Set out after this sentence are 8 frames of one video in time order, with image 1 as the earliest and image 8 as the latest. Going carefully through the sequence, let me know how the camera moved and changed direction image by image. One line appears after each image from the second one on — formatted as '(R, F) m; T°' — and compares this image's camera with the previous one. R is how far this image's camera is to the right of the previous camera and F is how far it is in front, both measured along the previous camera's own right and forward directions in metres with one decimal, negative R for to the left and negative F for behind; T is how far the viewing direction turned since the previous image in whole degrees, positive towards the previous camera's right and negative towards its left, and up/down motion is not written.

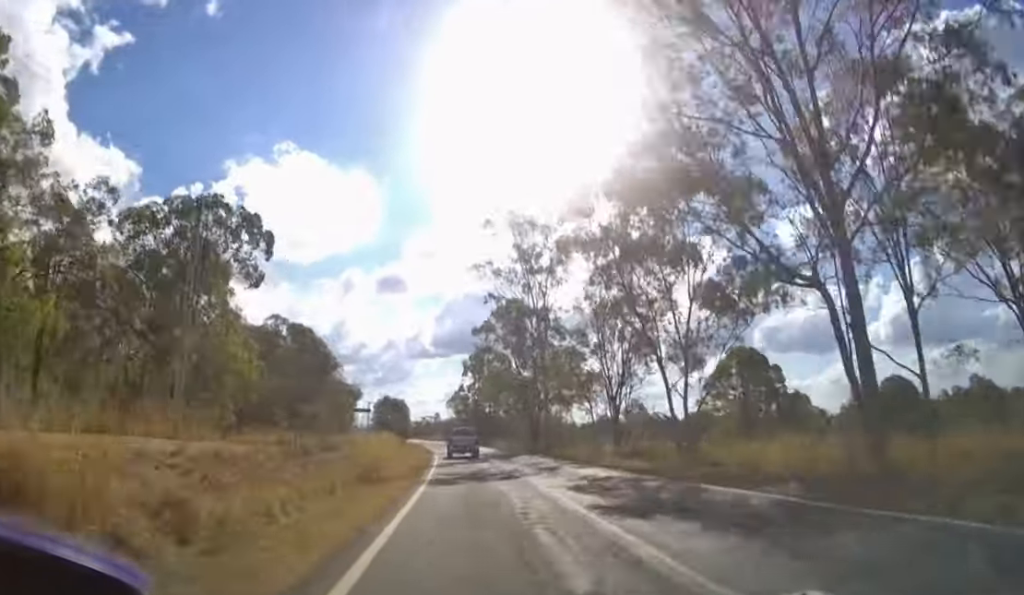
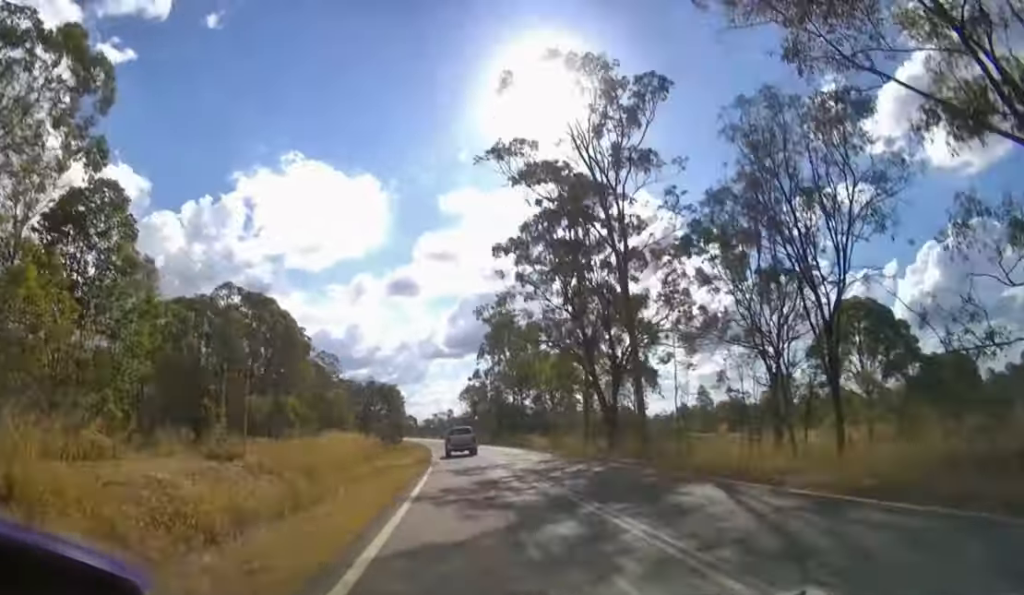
(-0.3, +21.2) m; -2°
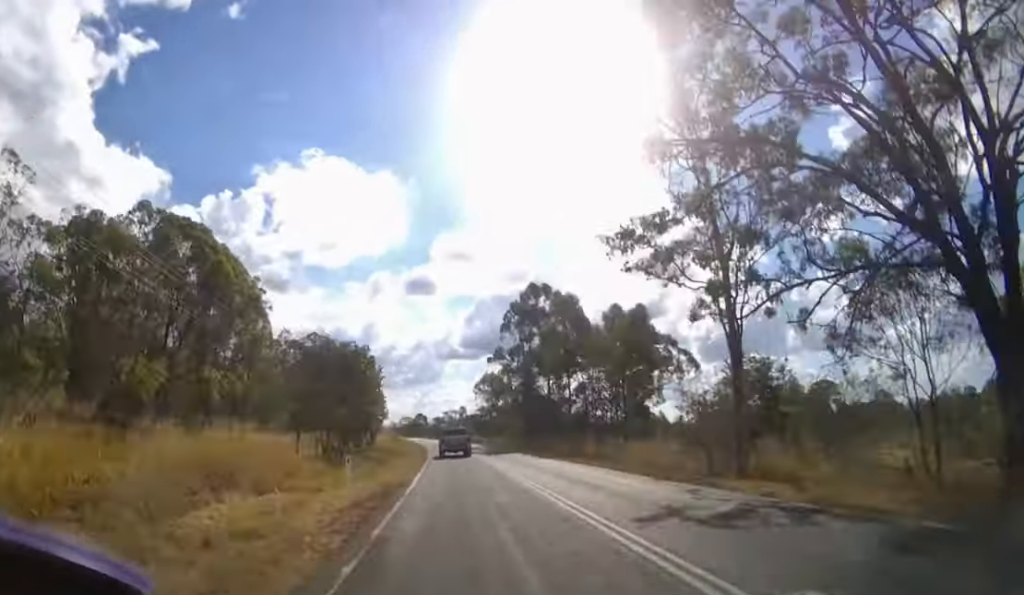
(-0.4, +23.3) m; -2°
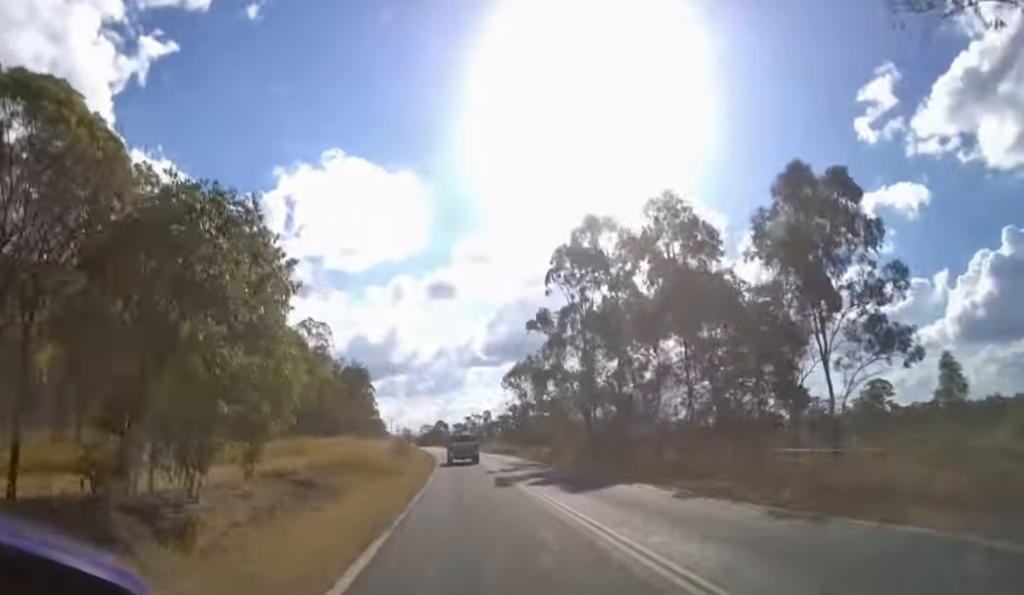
(-0.2, +22.2) m; -2°
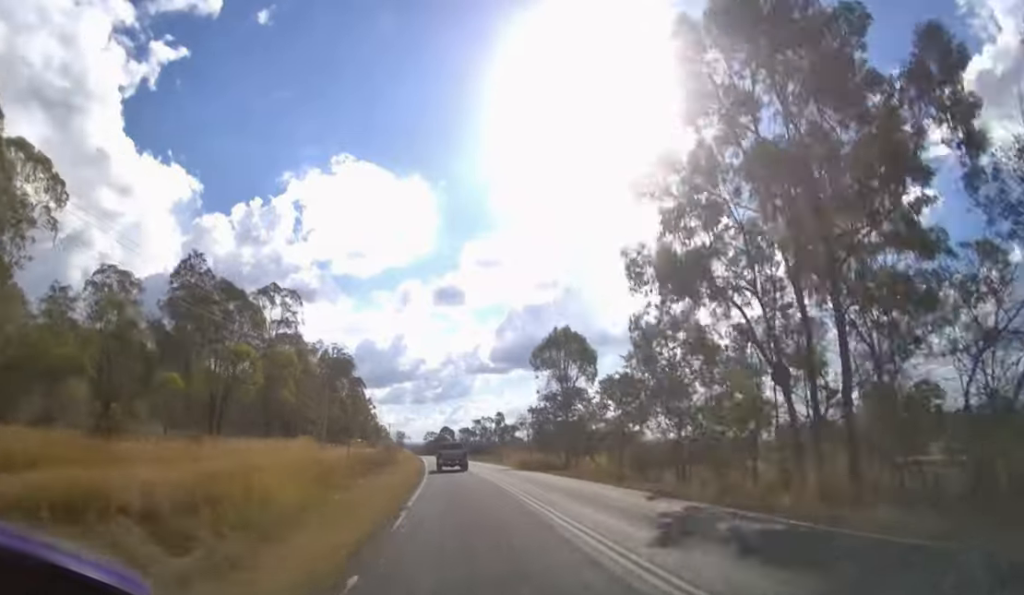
(-0.5, +24.2) m; -2°
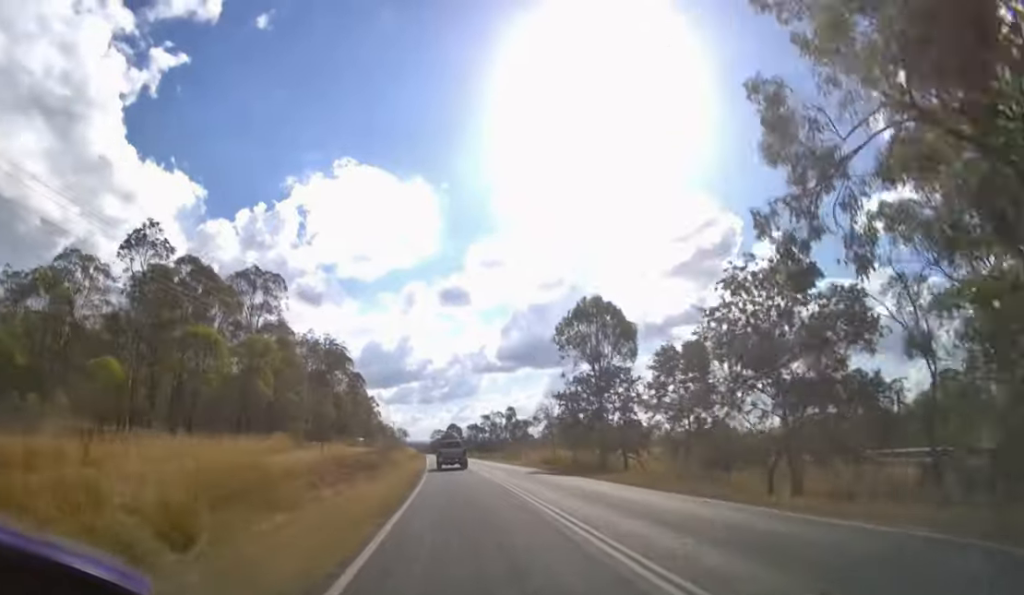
(-0.2, +9.0) m; -1°
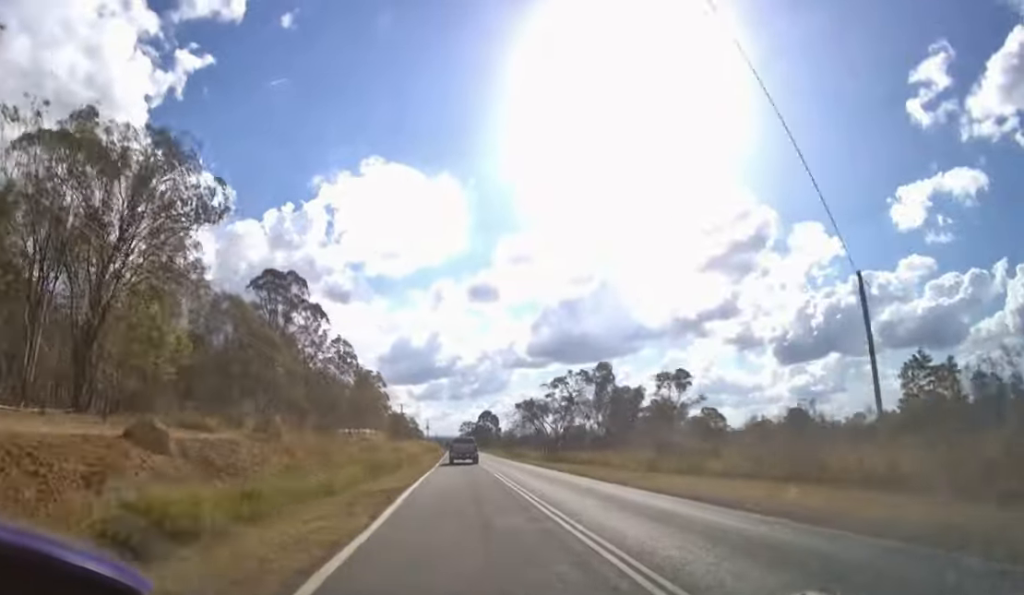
(-1.6, +48.9) m; -3°
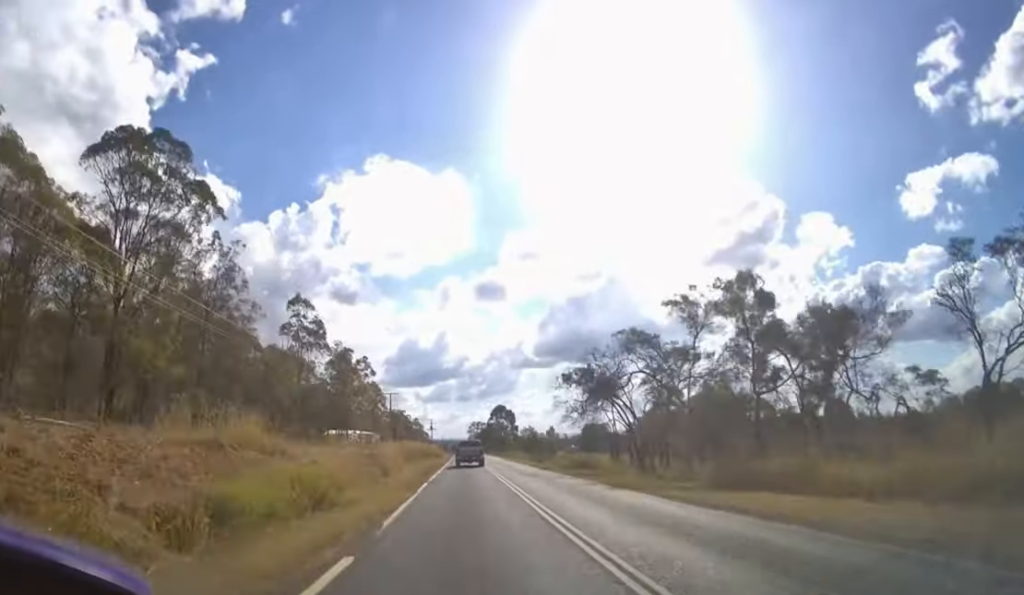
(-0.2, +23.7) m; -1°
